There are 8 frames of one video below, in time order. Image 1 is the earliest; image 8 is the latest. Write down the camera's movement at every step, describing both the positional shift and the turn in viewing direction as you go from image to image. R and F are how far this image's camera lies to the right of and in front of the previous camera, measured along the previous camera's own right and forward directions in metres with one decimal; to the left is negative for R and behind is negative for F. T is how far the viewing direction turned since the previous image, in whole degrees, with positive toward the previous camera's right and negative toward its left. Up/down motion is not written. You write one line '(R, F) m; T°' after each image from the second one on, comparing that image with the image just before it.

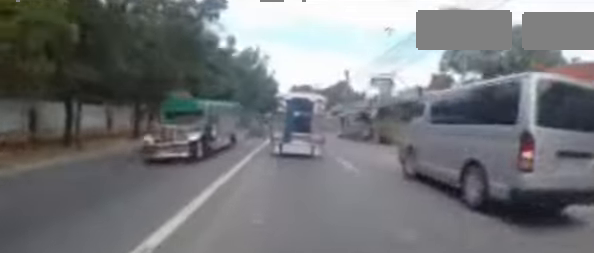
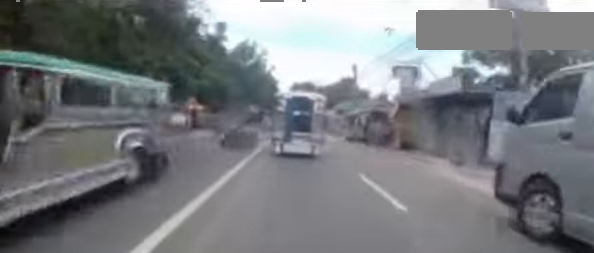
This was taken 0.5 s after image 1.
(0.0, +4.1) m; 0°
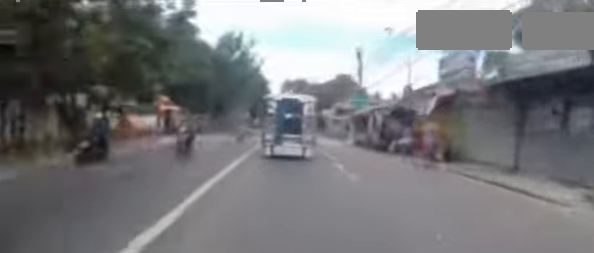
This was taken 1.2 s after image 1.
(0.0, +5.8) m; -2°
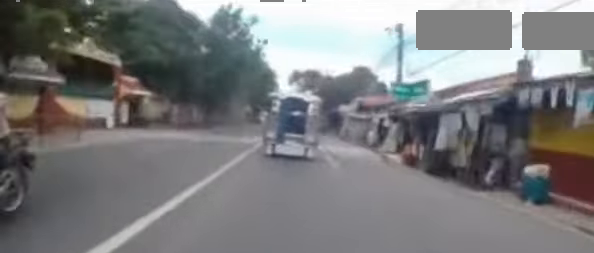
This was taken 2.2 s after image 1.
(-0.3, +8.1) m; -2°
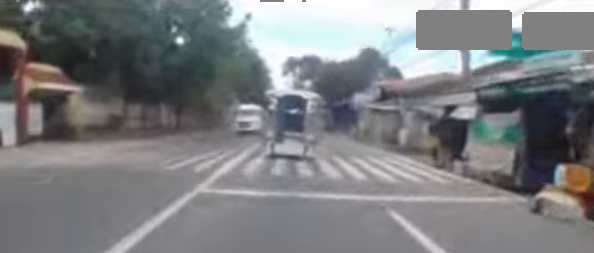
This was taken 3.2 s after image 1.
(+0.1, +7.8) m; +2°
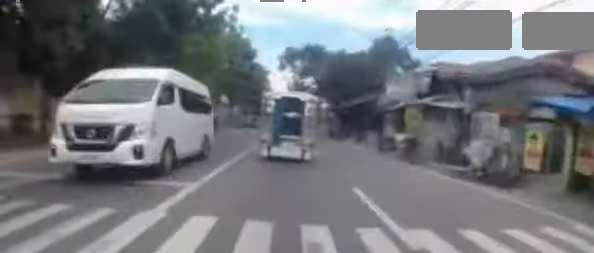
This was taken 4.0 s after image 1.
(+0.2, +7.1) m; +2°
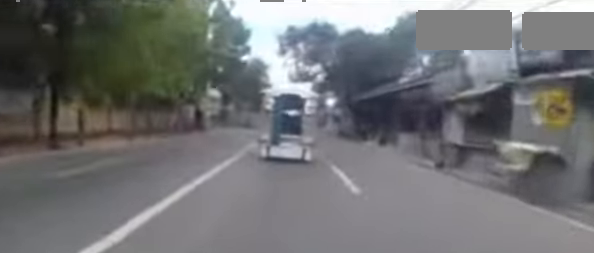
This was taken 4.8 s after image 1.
(0.0, +6.4) m; -1°
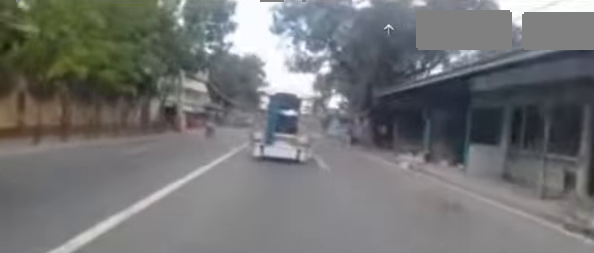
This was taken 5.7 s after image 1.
(0.0, +7.0) m; -3°
